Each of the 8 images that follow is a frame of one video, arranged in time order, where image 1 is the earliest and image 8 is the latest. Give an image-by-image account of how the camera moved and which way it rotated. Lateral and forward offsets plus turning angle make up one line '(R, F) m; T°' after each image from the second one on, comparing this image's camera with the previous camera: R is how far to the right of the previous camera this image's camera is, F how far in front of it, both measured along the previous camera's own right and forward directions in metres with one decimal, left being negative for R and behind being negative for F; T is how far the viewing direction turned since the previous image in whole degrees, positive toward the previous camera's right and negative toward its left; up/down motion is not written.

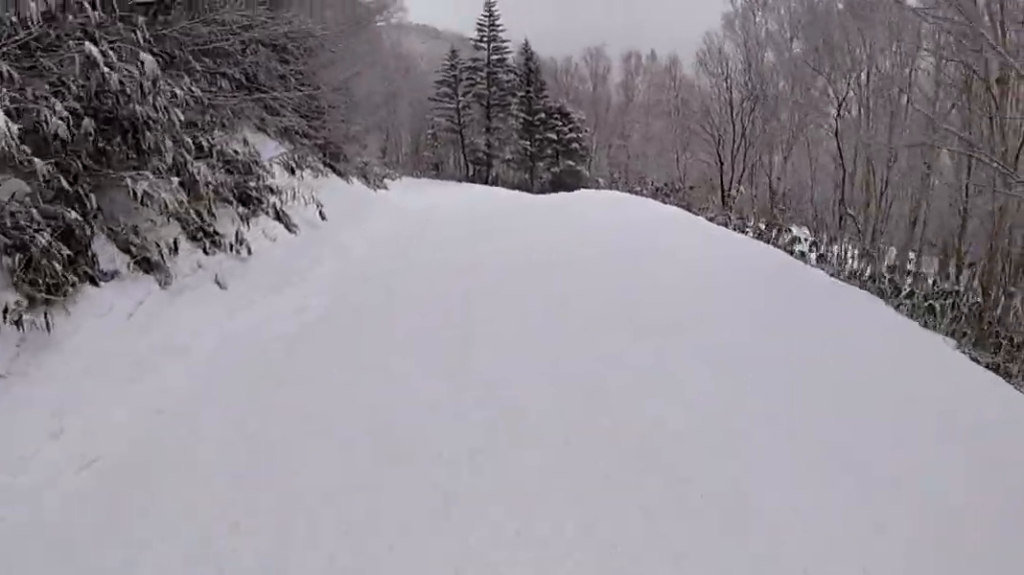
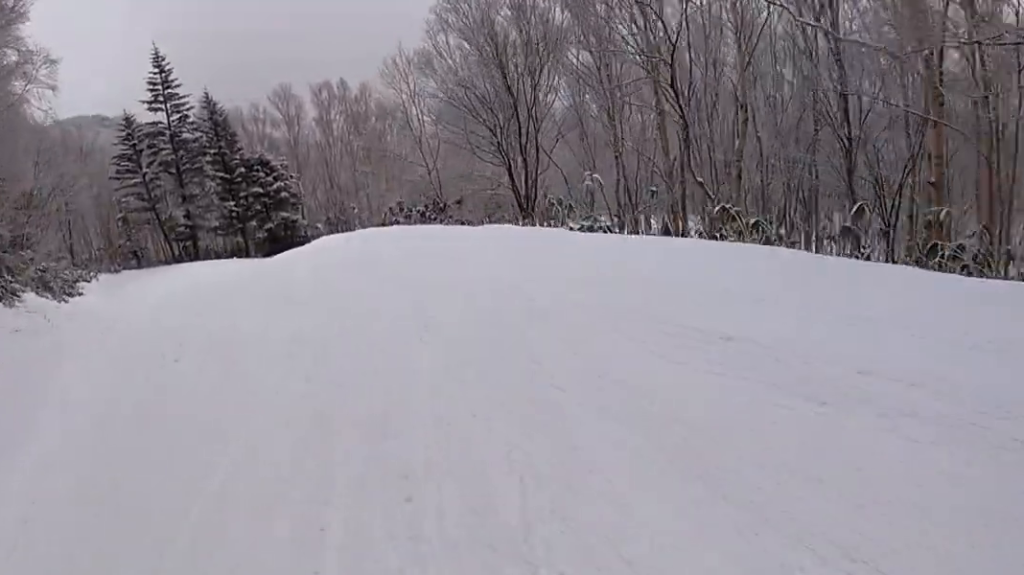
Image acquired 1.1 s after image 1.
(0.0, +5.7) m; -1°
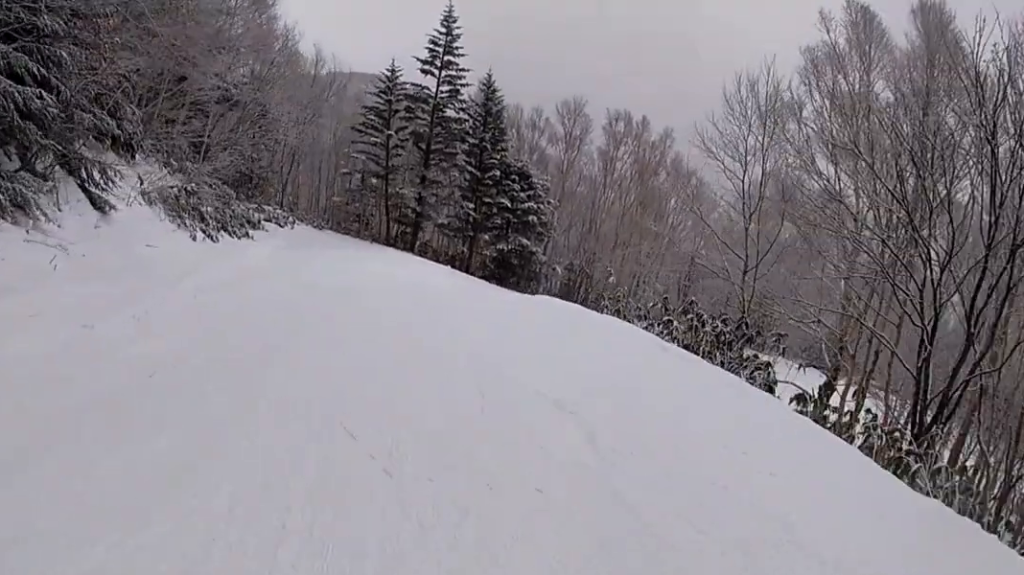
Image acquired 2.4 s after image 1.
(-0.1, +7.0) m; -11°
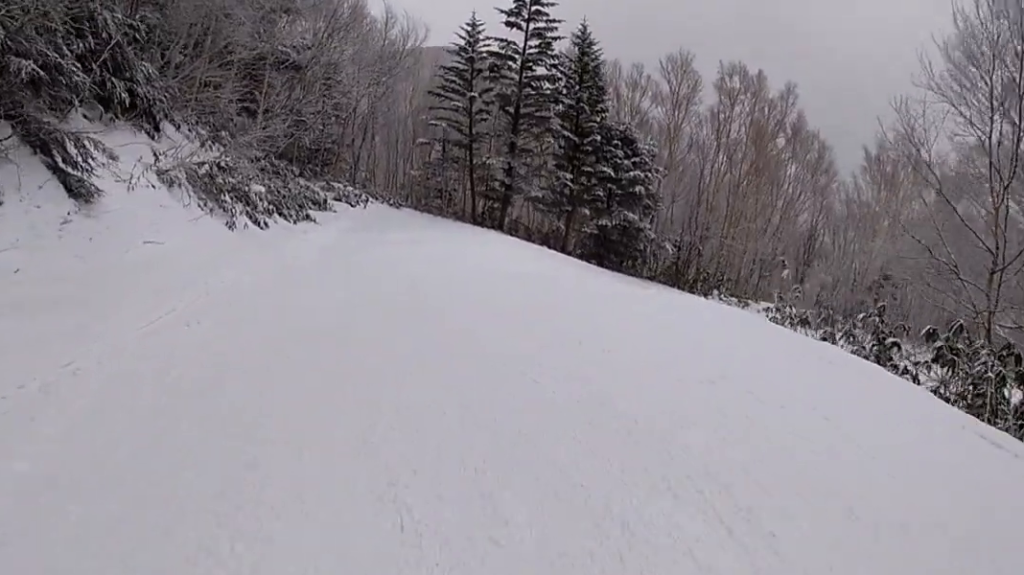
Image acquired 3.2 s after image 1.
(-0.7, +4.2) m; -1°
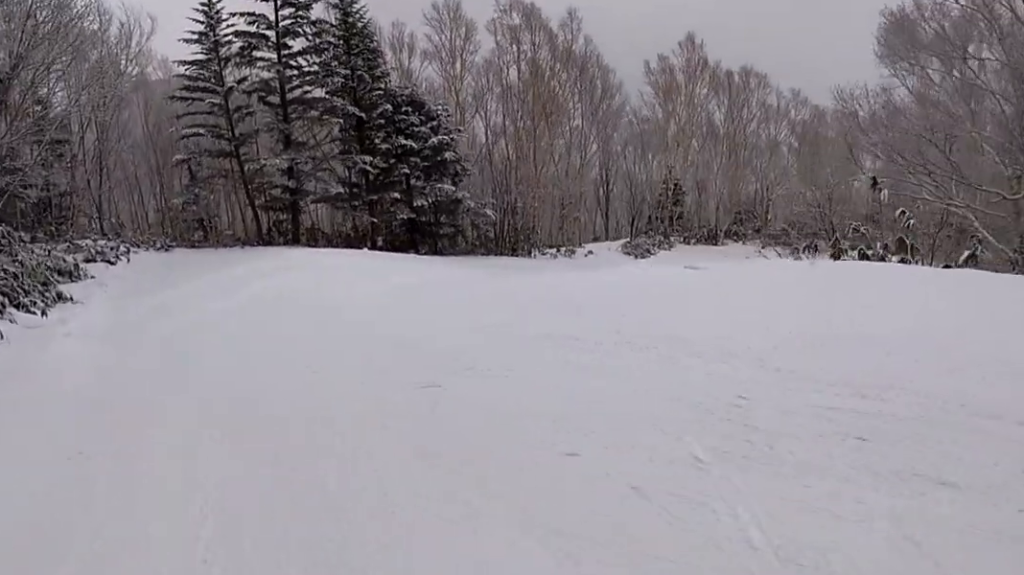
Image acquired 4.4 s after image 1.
(+0.7, +6.6) m; +12°
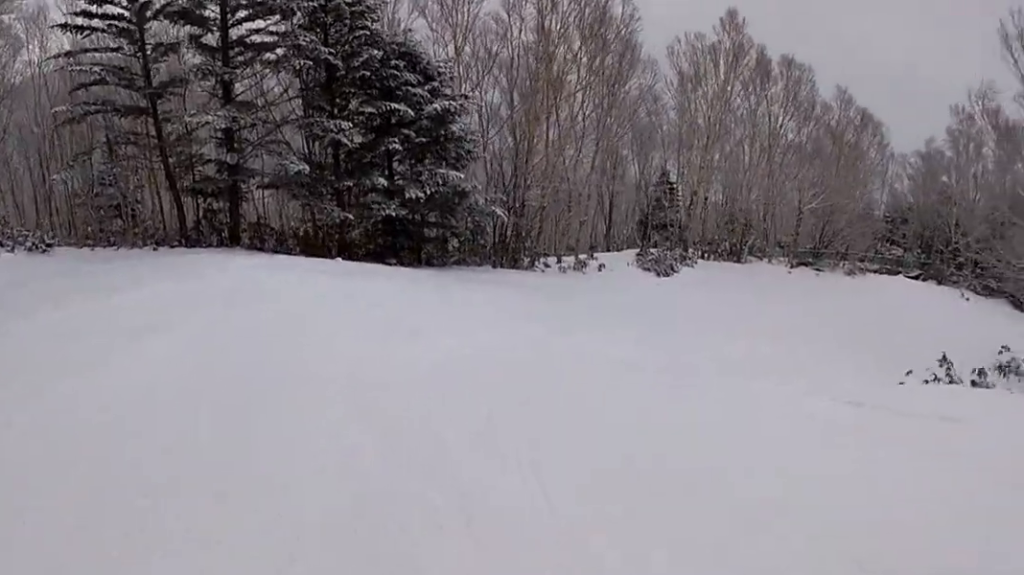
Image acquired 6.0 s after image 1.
(+1.6, +8.5) m; +30°
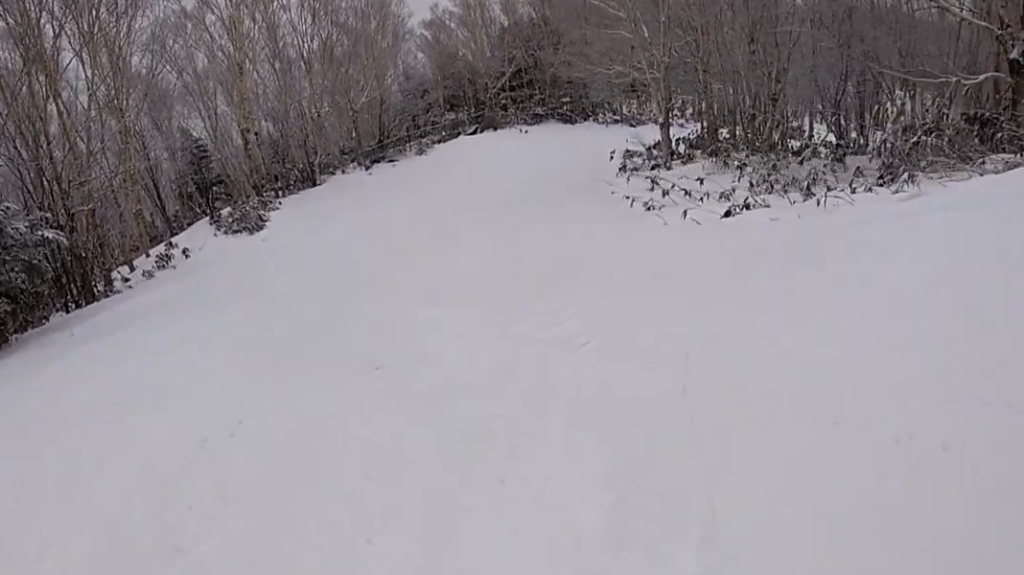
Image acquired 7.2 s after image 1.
(+2.1, +7.0) m; +28°
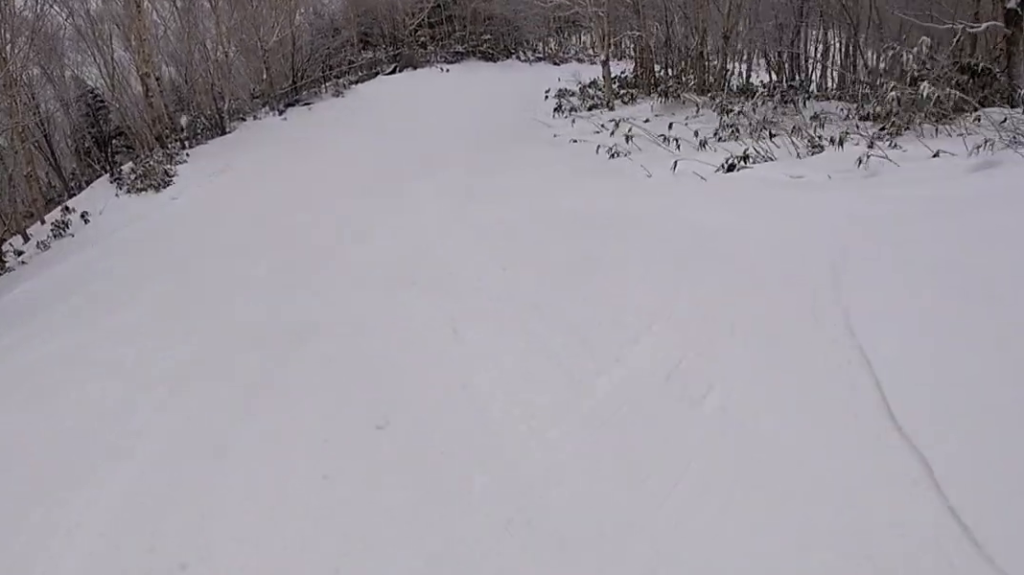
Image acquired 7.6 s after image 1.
(+0.2, +2.7) m; +8°
